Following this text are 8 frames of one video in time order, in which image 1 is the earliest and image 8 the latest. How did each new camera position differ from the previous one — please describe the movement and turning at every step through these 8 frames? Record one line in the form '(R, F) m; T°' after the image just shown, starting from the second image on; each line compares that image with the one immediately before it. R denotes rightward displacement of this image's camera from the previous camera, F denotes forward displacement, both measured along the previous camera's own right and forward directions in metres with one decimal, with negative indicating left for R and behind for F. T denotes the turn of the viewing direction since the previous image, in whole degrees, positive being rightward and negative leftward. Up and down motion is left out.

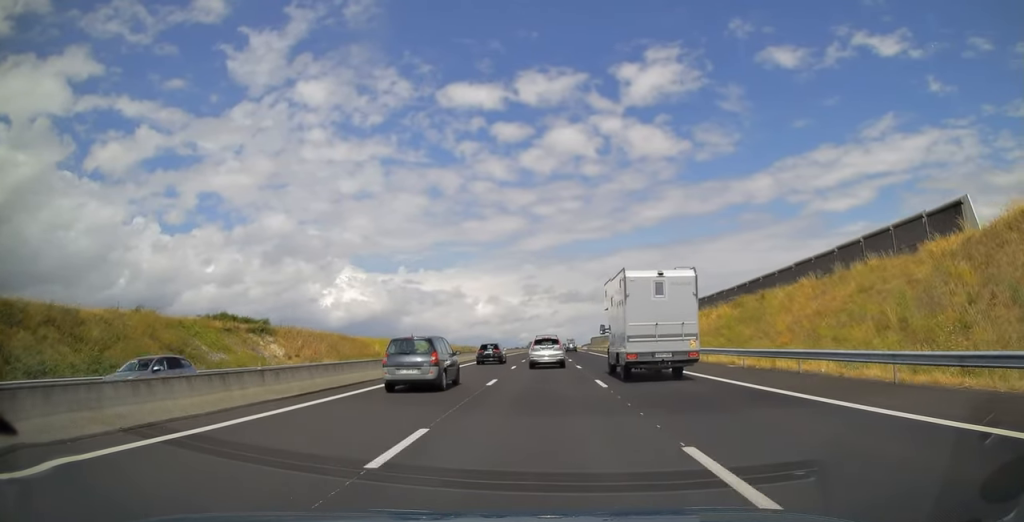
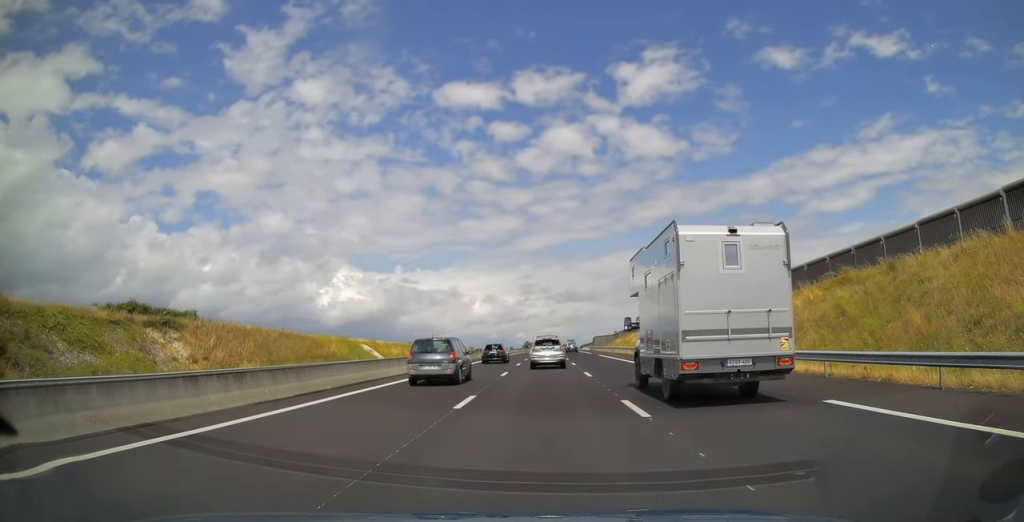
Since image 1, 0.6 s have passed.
(0.0, +19.8) m; +1°
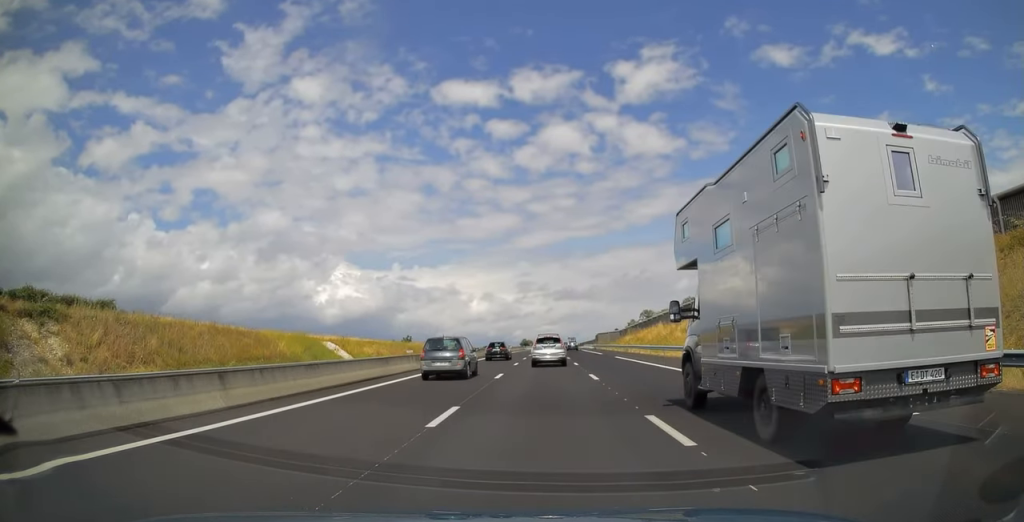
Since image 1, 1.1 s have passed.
(+0.2, +15.9) m; 0°
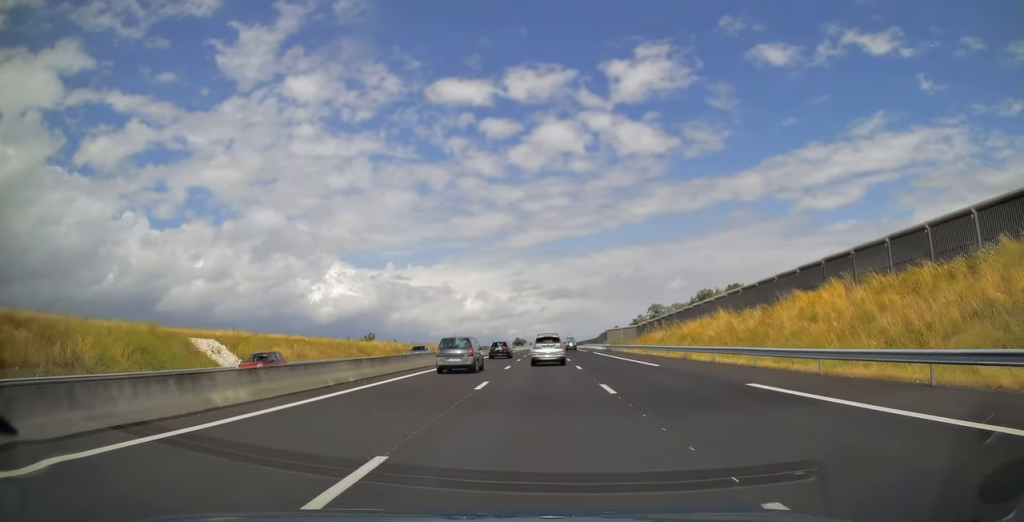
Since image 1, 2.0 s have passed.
(+0.1, +31.5) m; 0°
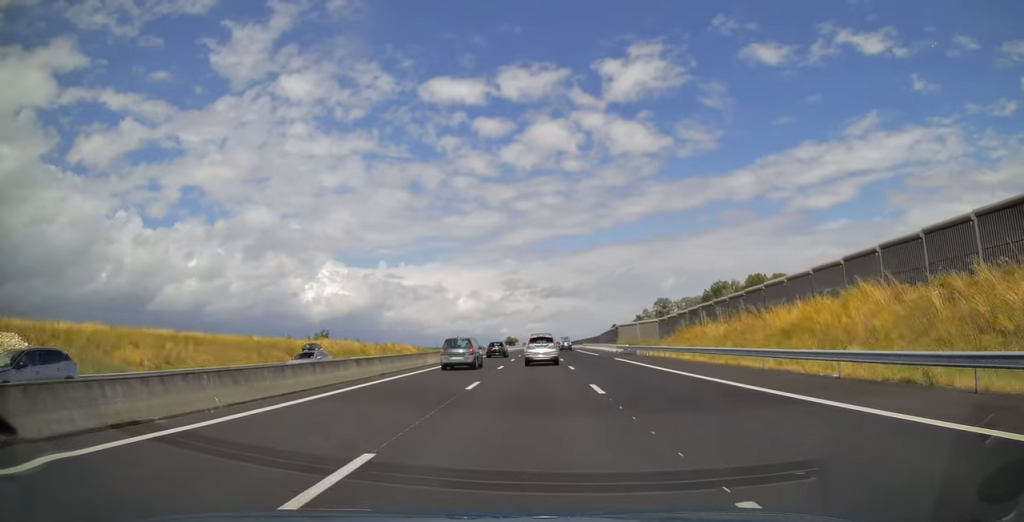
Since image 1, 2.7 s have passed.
(0.0, +25.9) m; 0°
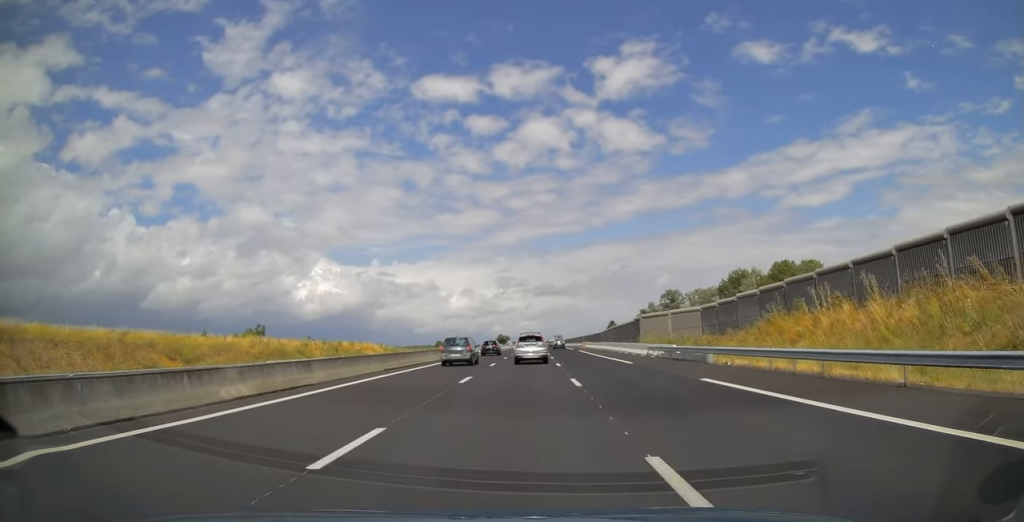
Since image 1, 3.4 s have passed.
(0.0, +24.3) m; +1°
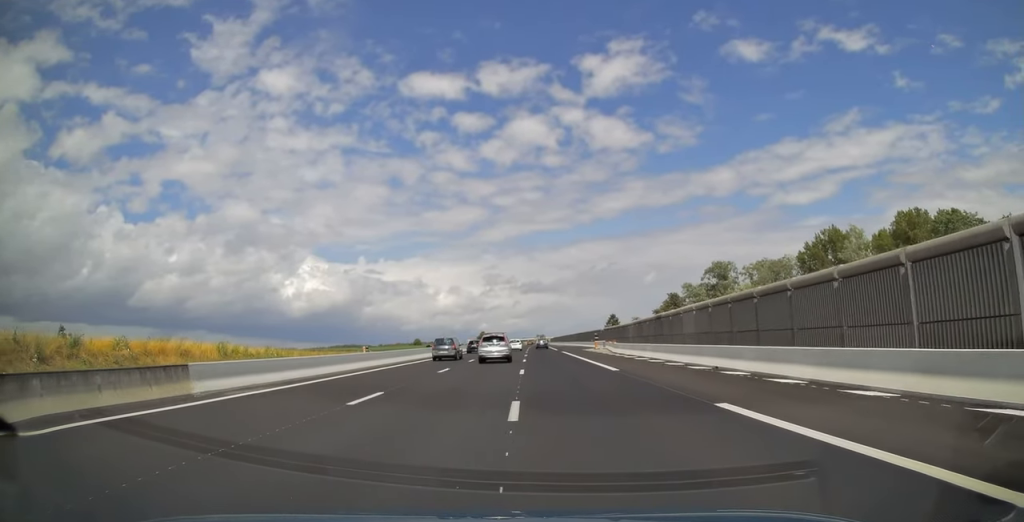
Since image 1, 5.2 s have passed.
(+1.2, +59.9) m; +2°
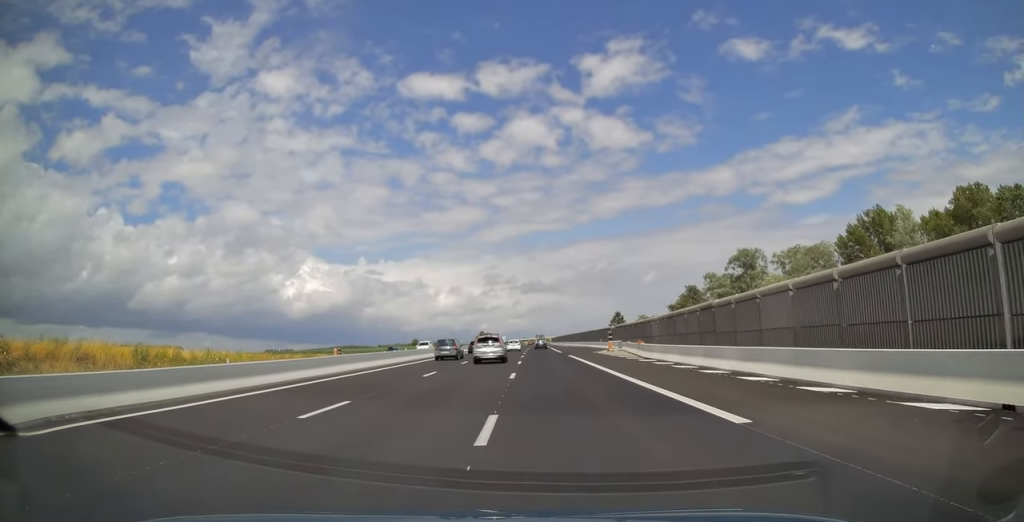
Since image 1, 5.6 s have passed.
(+0.1, +15.3) m; 0°
